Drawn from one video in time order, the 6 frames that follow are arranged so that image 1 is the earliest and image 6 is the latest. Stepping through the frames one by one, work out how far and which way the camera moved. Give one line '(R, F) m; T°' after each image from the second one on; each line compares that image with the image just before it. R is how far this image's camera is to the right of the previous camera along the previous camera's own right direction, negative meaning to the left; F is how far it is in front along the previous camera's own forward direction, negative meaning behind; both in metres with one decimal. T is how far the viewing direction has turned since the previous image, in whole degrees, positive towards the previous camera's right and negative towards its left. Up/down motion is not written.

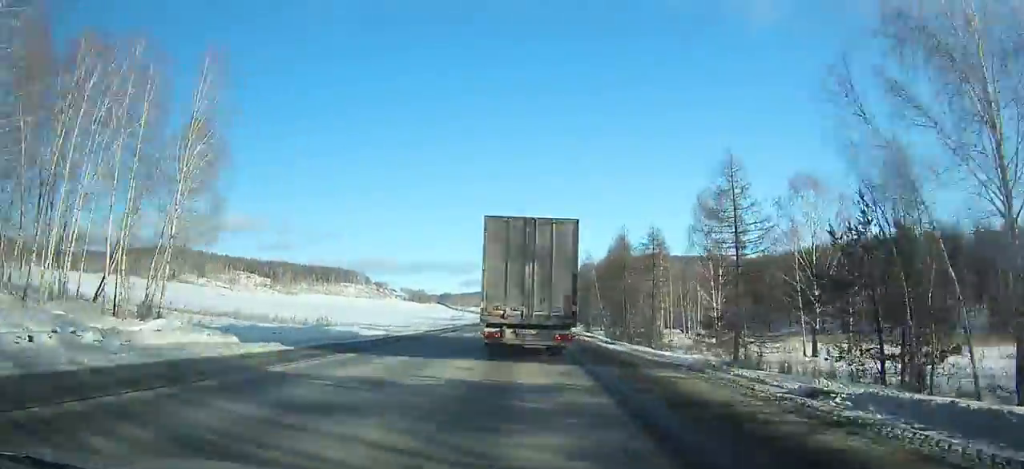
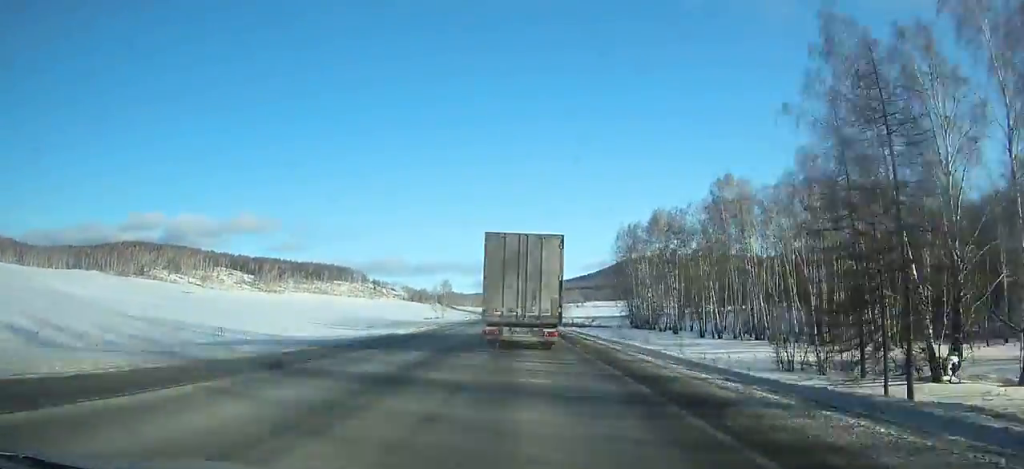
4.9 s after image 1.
(-1.8, +102.4) m; -2°
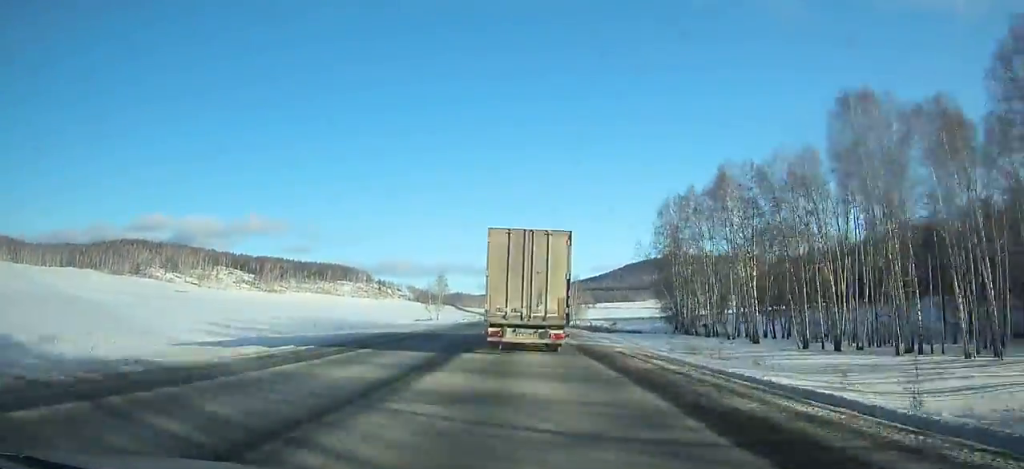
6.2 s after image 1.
(+0.3, +27.9) m; -1°
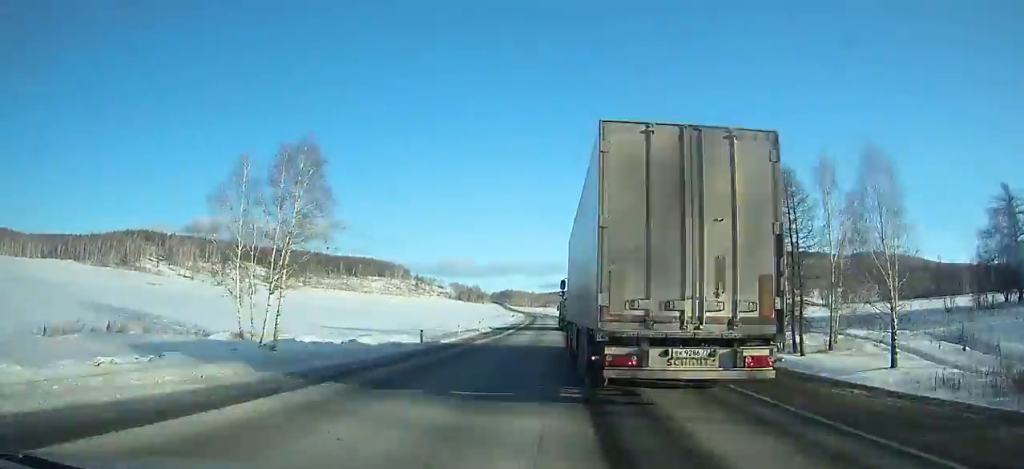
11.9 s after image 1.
(-6.8, +133.0) m; -4°
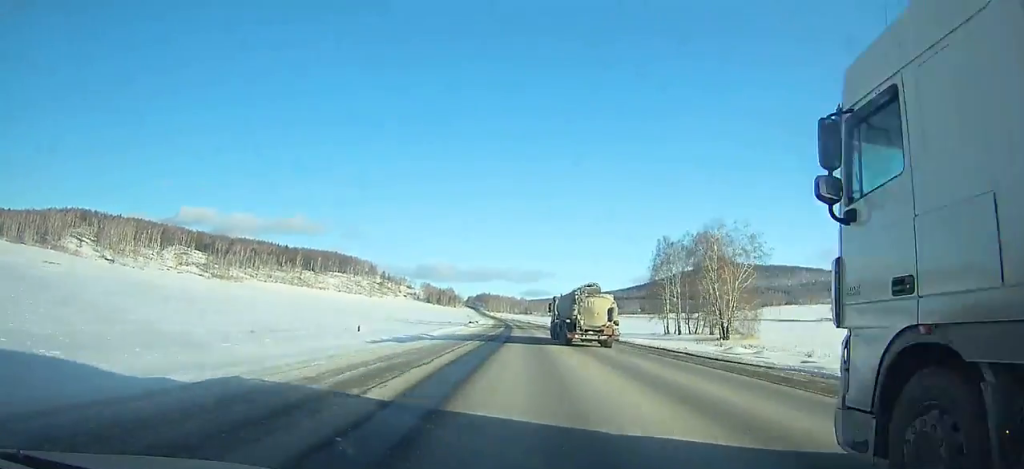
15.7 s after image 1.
(+0.7, +99.5) m; 0°
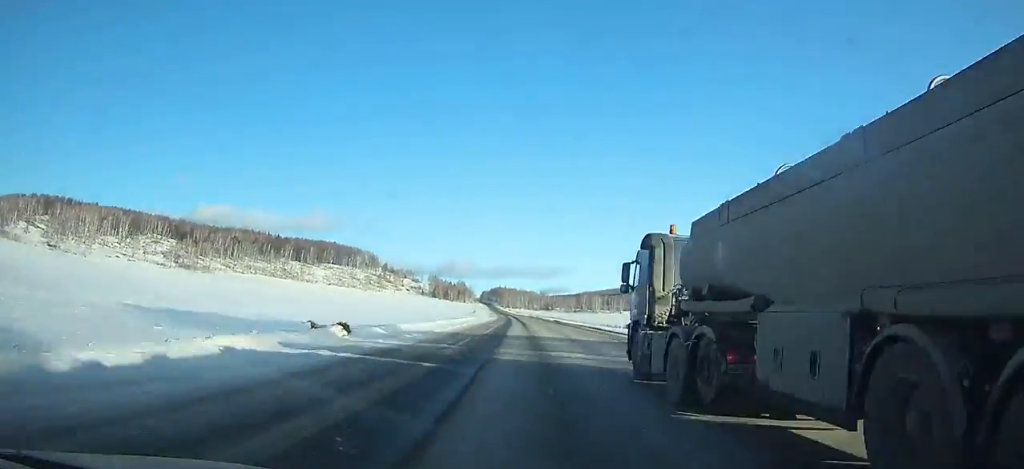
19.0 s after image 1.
(-1.0, +93.5) m; -1°
